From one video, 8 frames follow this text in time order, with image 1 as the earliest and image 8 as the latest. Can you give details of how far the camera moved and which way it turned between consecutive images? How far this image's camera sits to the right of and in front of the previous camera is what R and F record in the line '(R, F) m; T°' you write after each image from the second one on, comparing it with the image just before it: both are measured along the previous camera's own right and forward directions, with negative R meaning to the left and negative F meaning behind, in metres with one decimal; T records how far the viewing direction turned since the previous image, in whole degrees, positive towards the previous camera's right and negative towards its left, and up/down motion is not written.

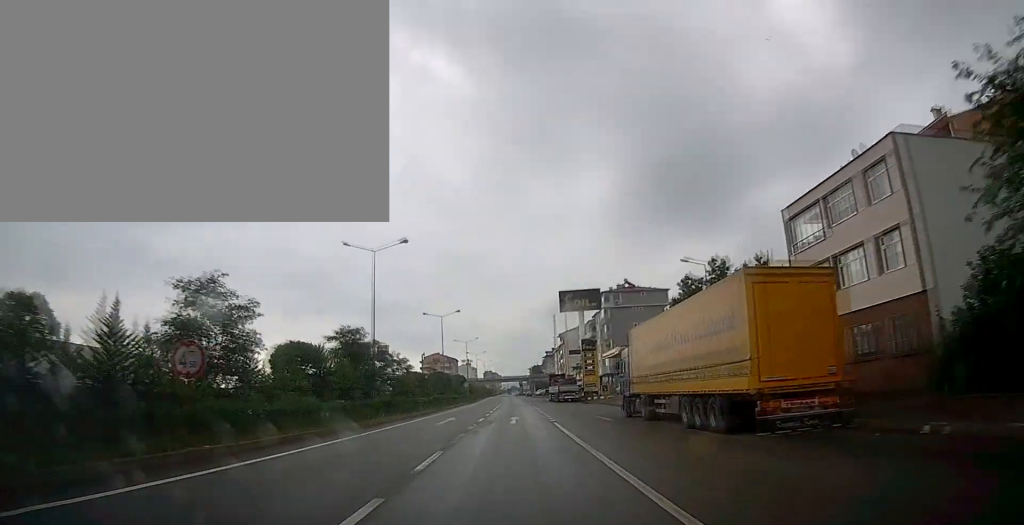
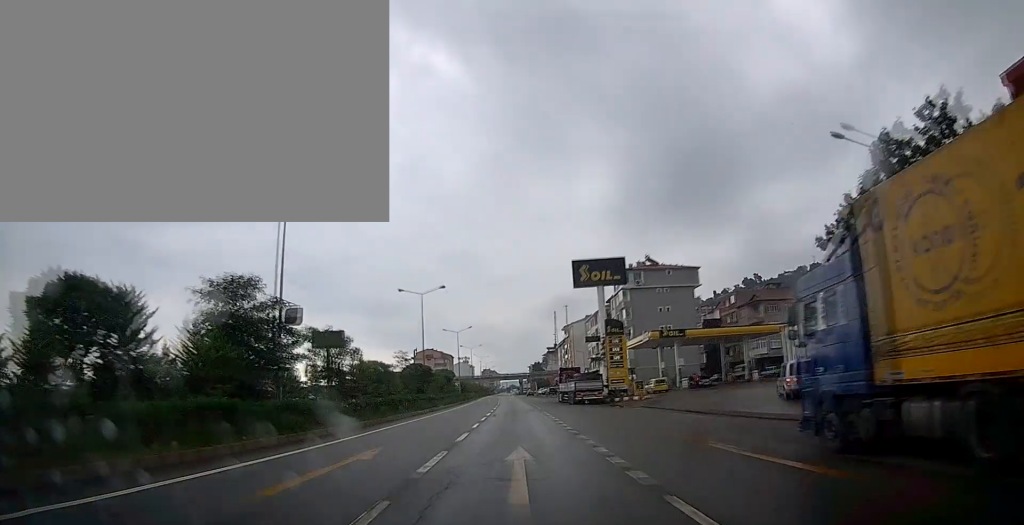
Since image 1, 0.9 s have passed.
(0.0, +18.6) m; +1°
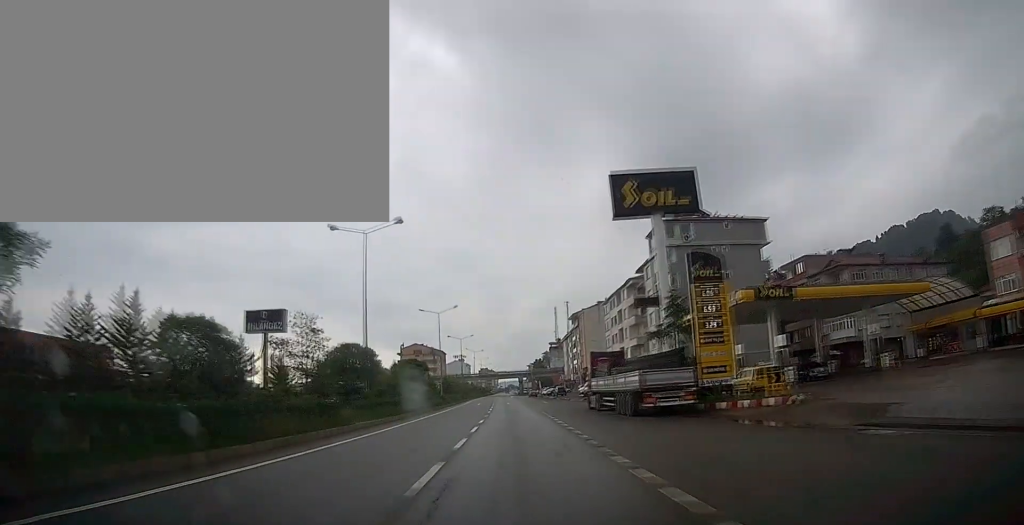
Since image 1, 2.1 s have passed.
(+0.5, +25.8) m; +1°
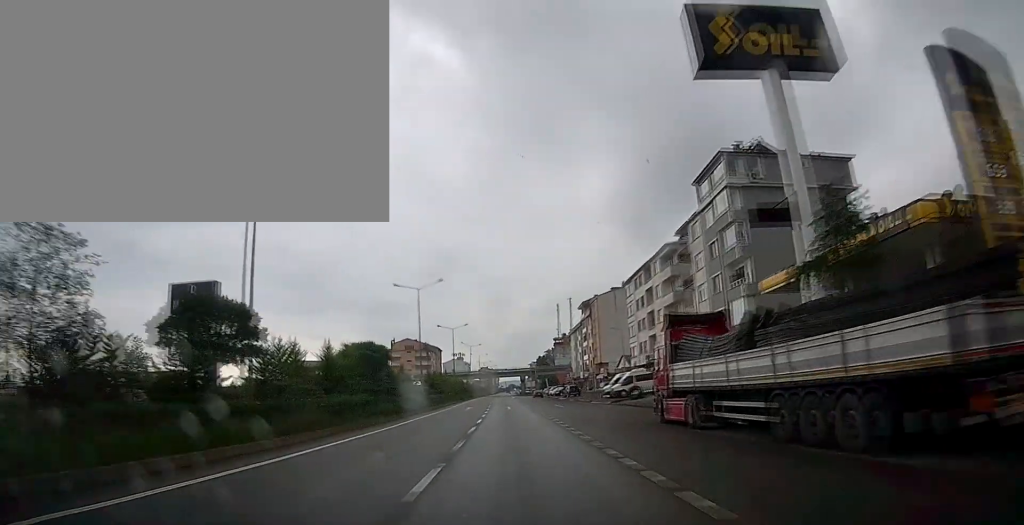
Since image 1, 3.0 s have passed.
(-0.3, +18.5) m; -2°
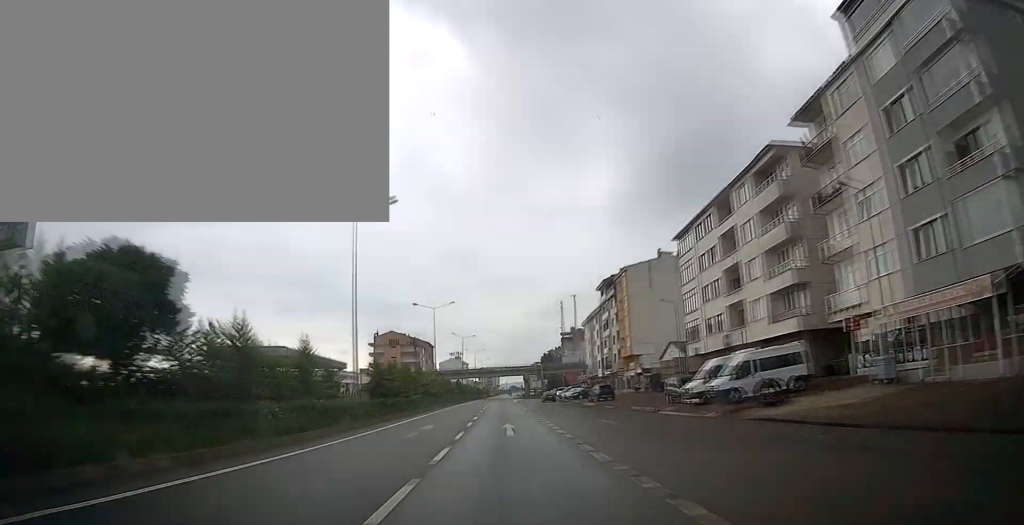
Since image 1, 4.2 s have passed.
(-0.4, +26.2) m; 0°
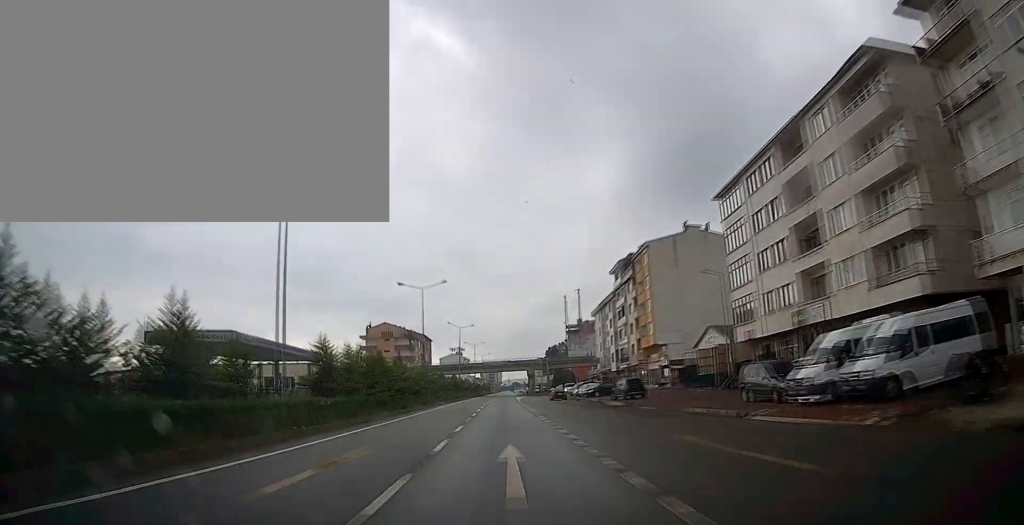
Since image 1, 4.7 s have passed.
(+0.3, +11.9) m; 0°
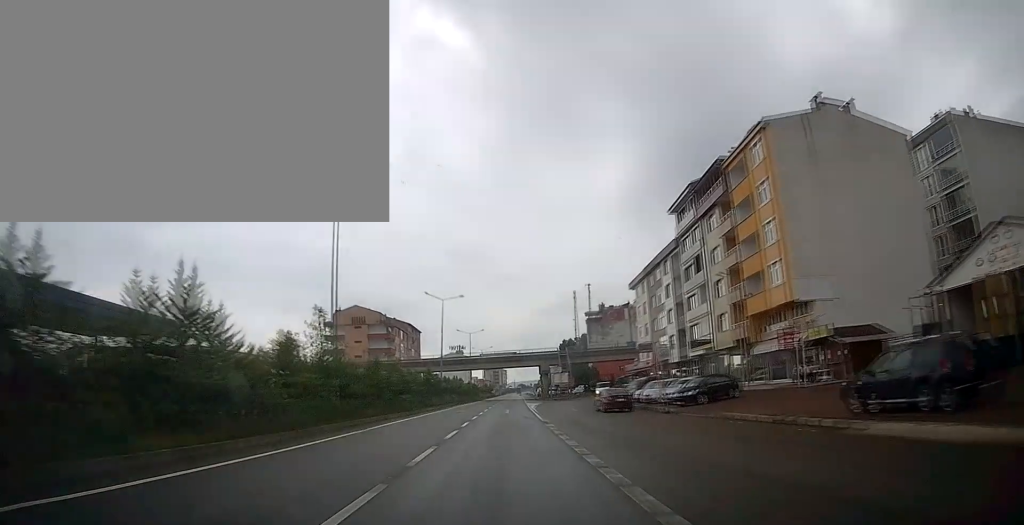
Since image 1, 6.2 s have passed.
(-0.1, +33.1) m; -1°
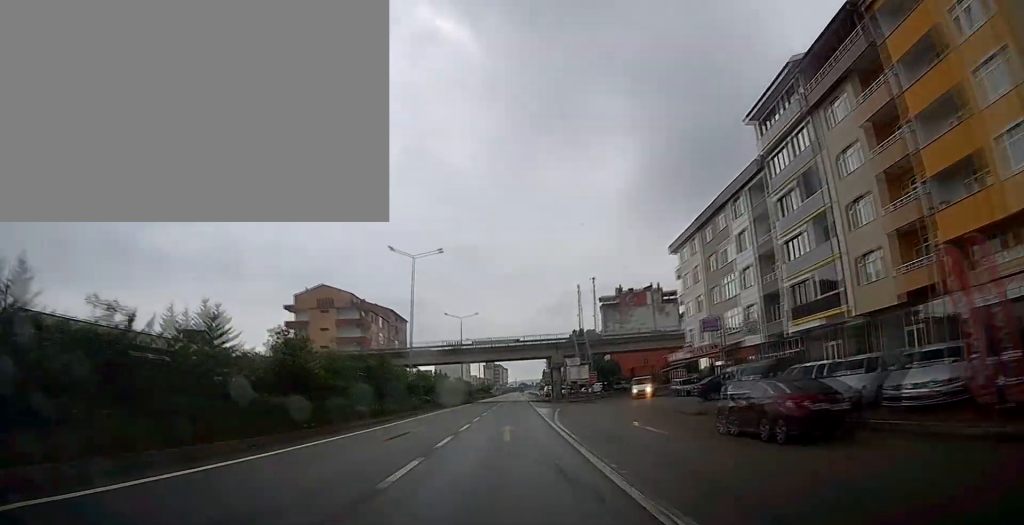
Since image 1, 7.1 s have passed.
(0.0, +21.7) m; 0°
